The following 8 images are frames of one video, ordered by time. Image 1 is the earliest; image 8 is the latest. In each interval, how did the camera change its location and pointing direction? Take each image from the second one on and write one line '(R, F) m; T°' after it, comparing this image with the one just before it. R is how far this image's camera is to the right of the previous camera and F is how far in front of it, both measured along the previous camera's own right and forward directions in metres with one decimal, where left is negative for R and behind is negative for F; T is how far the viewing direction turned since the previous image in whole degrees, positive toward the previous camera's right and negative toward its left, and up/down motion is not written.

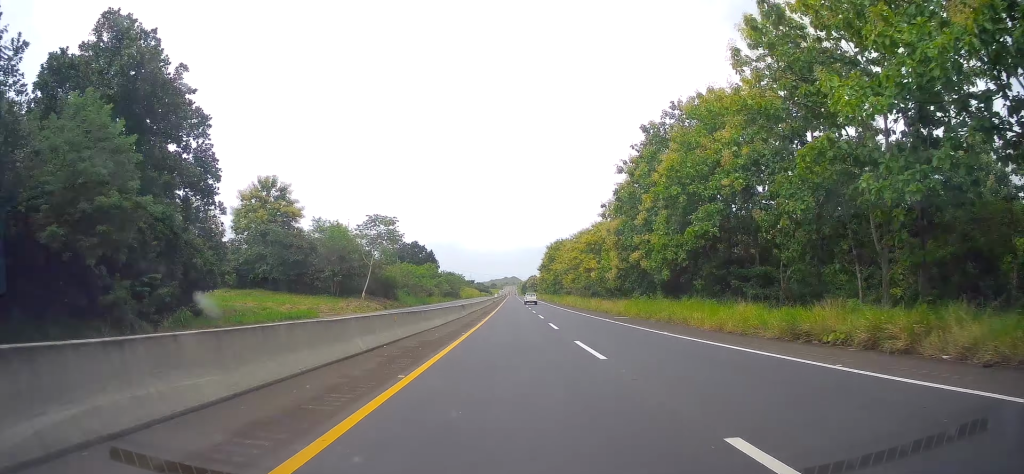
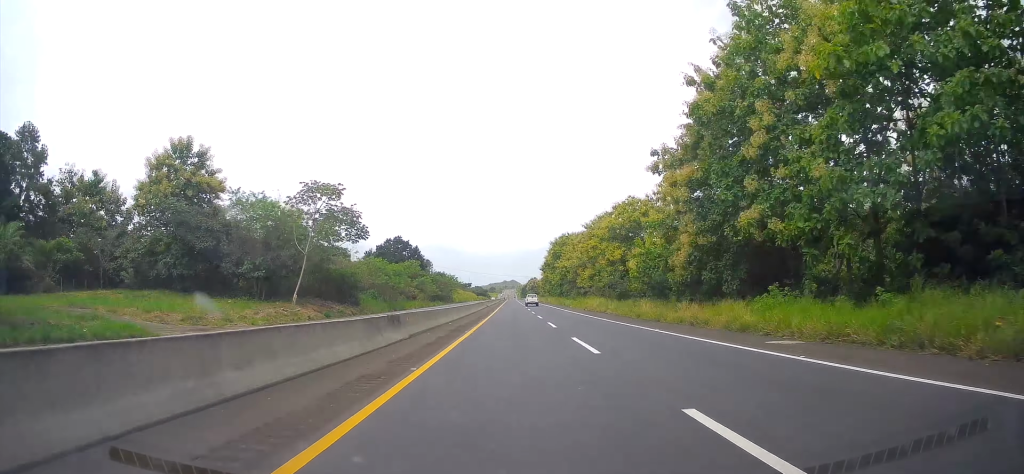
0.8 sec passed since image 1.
(-0.5, +24.7) m; -1°
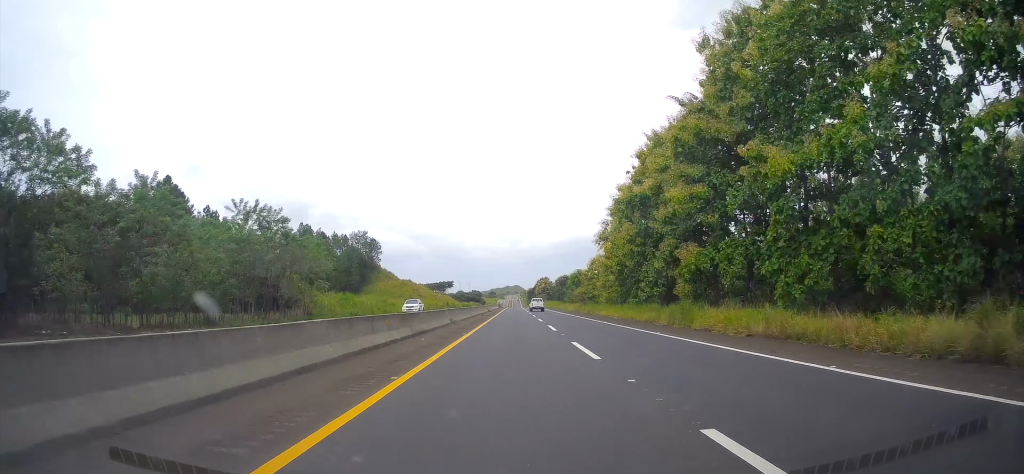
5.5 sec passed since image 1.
(-1.2, +141.4) m; -1°
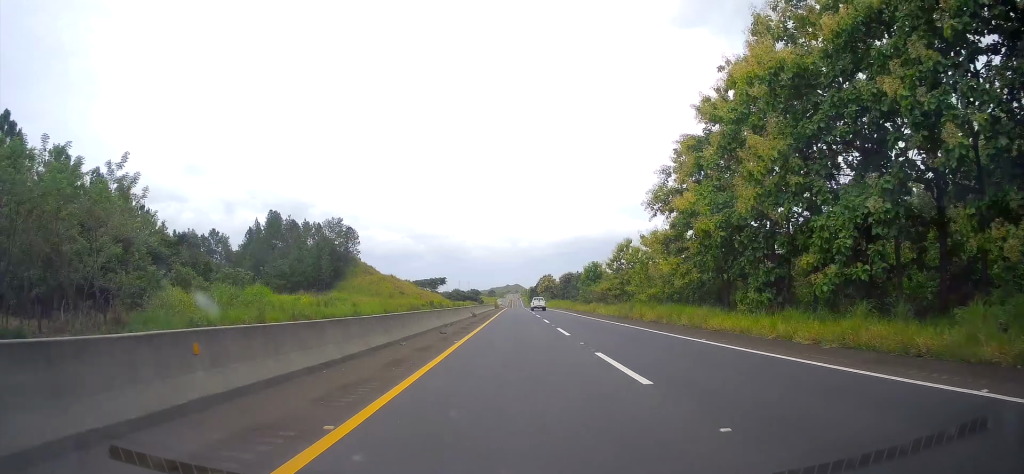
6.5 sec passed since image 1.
(-0.3, +31.0) m; 0°
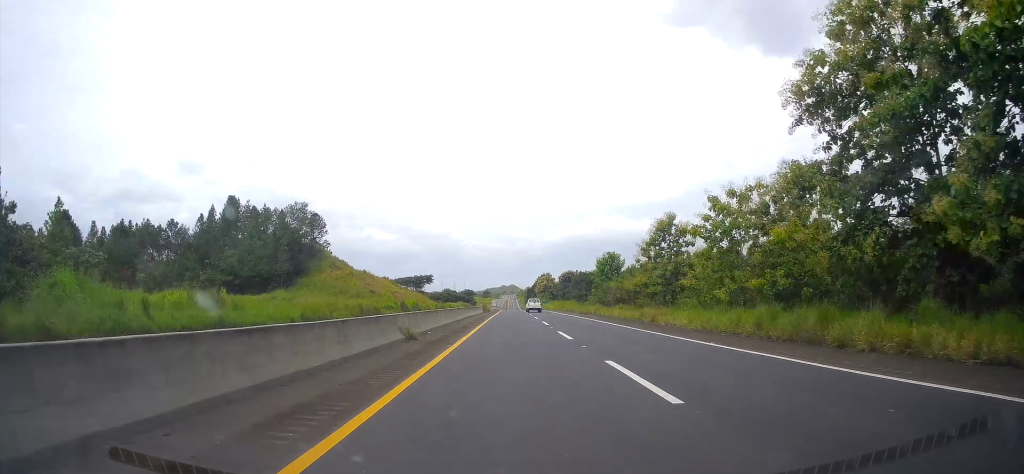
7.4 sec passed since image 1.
(-0.2, +28.5) m; 0°
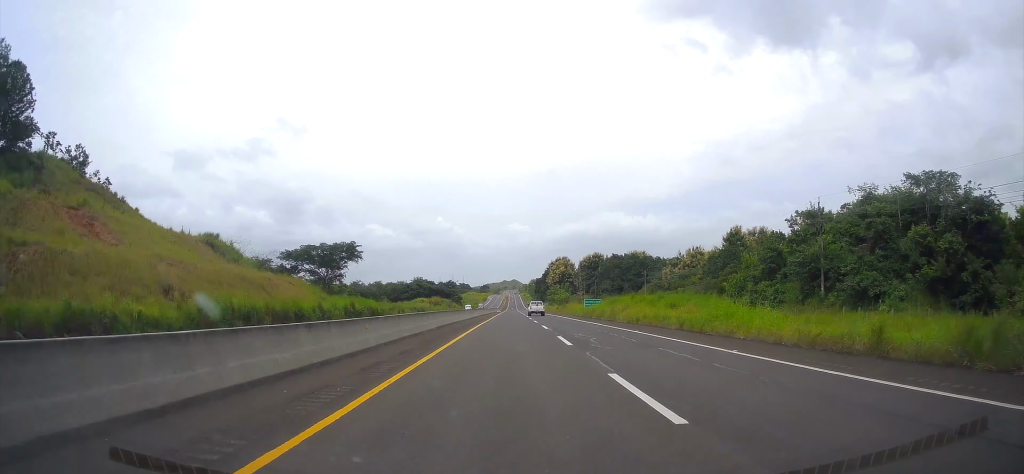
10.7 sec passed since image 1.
(-0.4, +103.0) m; 0°
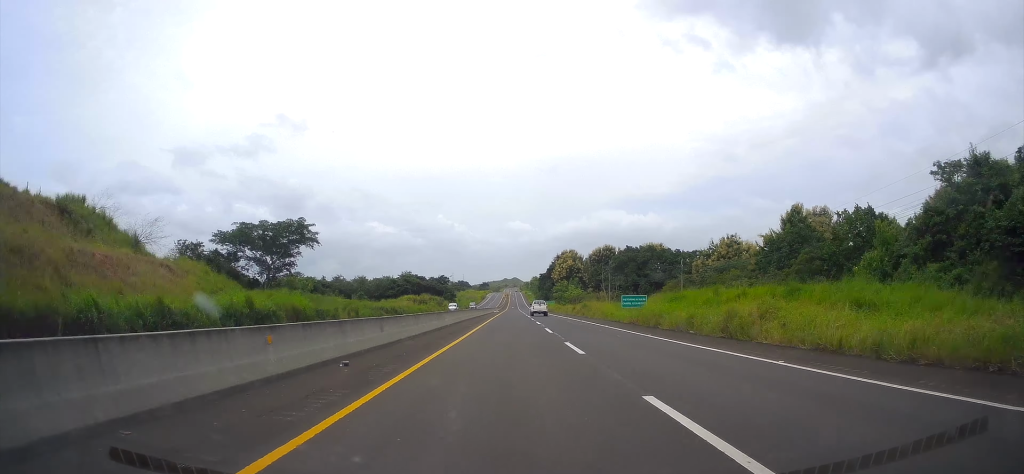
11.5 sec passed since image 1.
(-0.2, +26.7) m; 0°
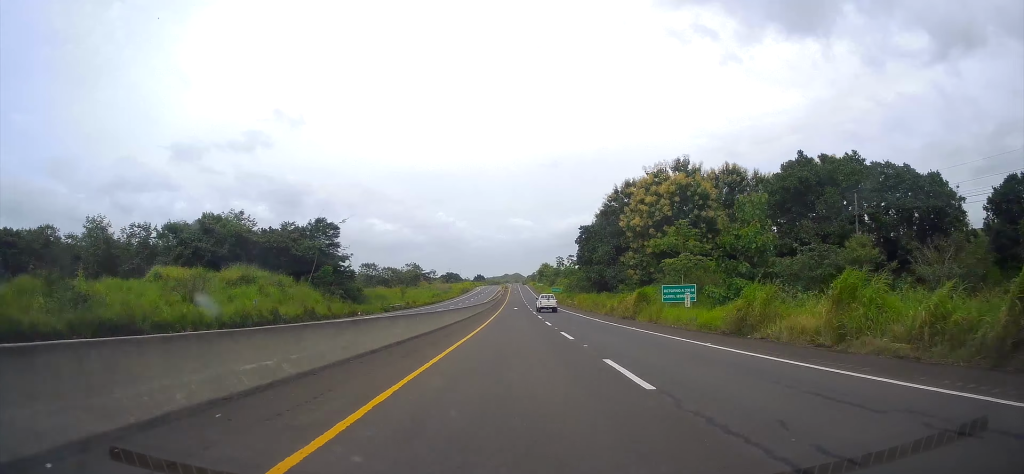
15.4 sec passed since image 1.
(+1.5, +128.1) m; 0°
